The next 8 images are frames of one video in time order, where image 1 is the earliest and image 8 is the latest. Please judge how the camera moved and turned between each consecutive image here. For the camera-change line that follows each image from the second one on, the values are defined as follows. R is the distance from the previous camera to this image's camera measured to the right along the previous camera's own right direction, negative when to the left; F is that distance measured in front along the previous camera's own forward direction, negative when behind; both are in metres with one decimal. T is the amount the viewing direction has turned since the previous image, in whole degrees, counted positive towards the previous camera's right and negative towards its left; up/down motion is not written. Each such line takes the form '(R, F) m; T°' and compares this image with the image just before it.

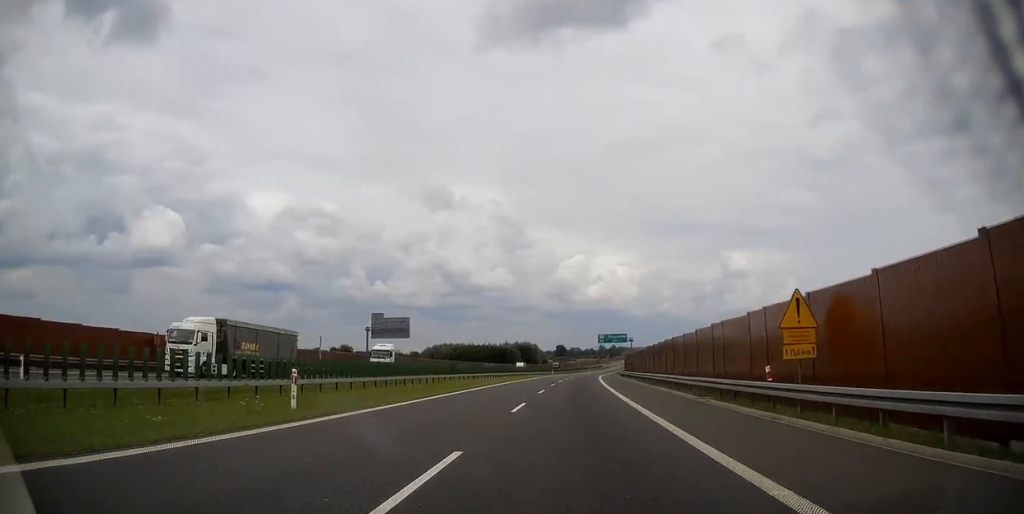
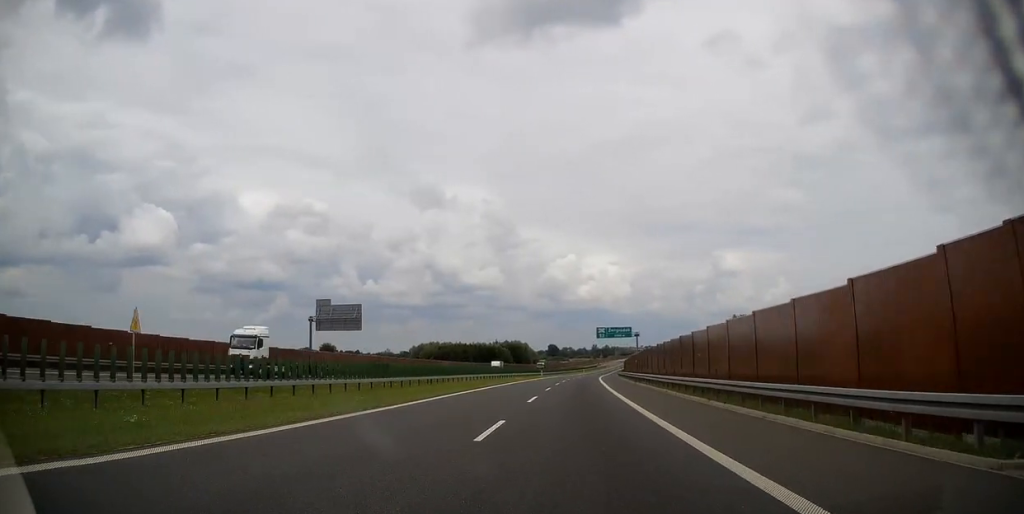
(+0.1, +18.9) m; +1°
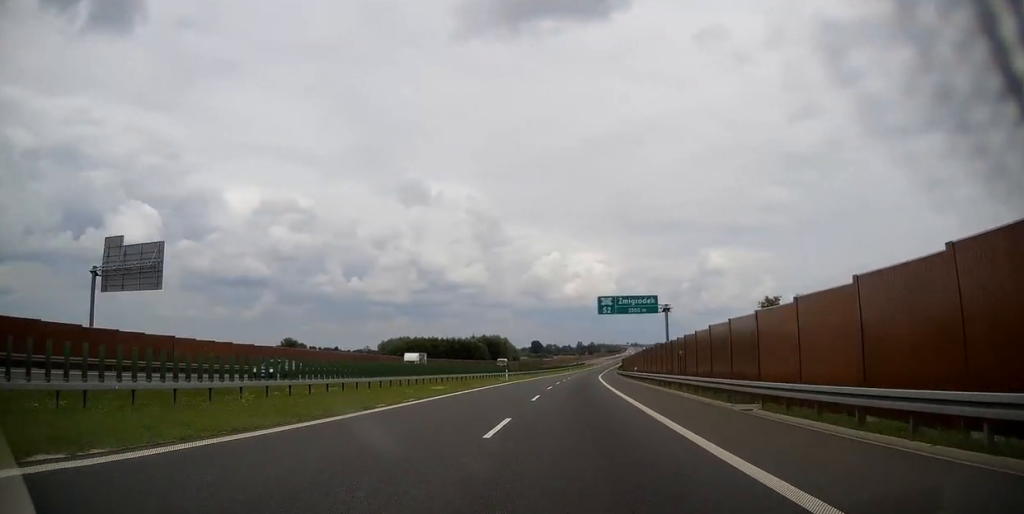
(+0.4, +36.6) m; +1°
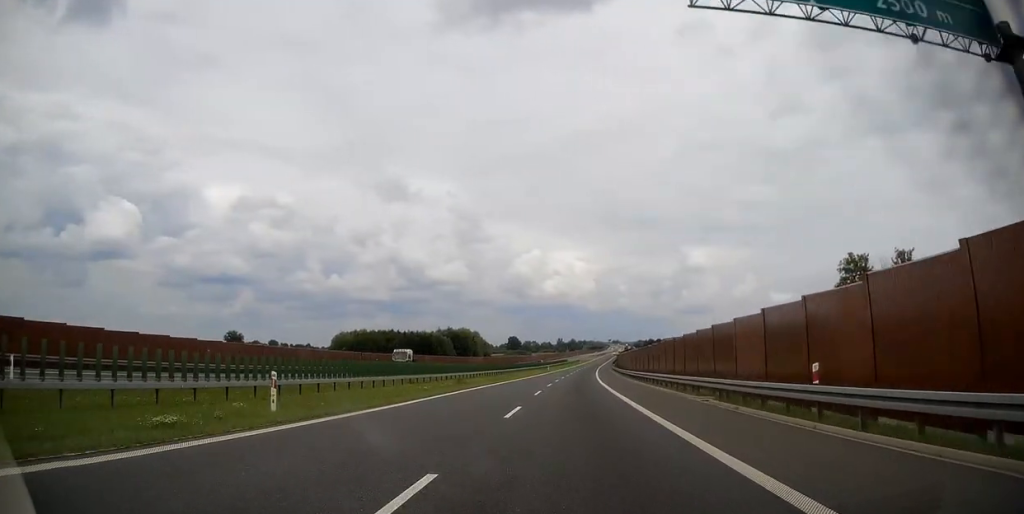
(+0.7, +44.8) m; +2°
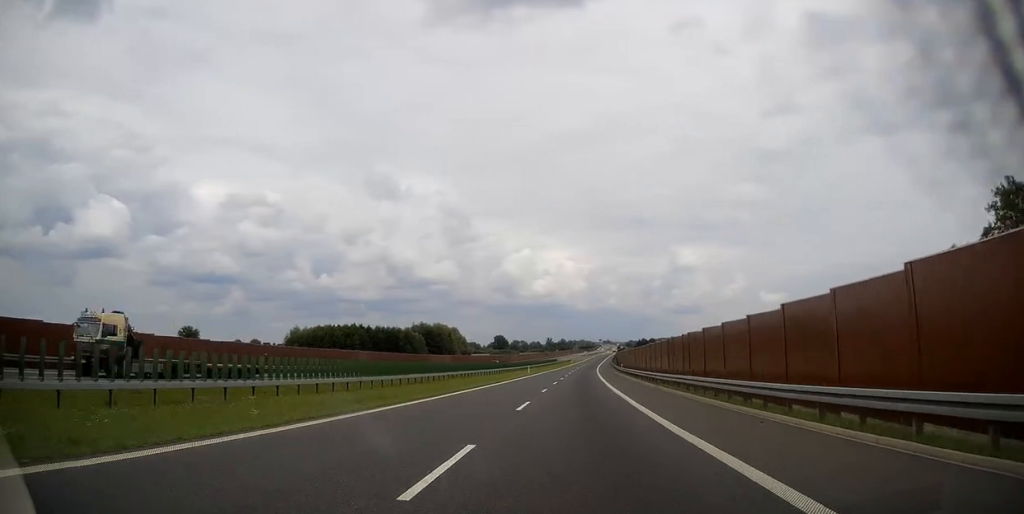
(+0.5, +34.1) m; +2°
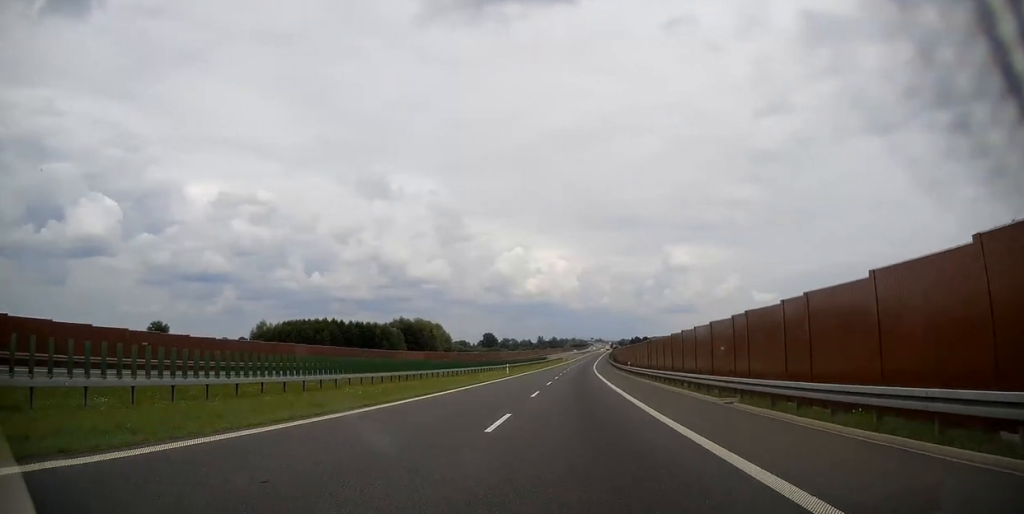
(+0.2, +18.8) m; 0°
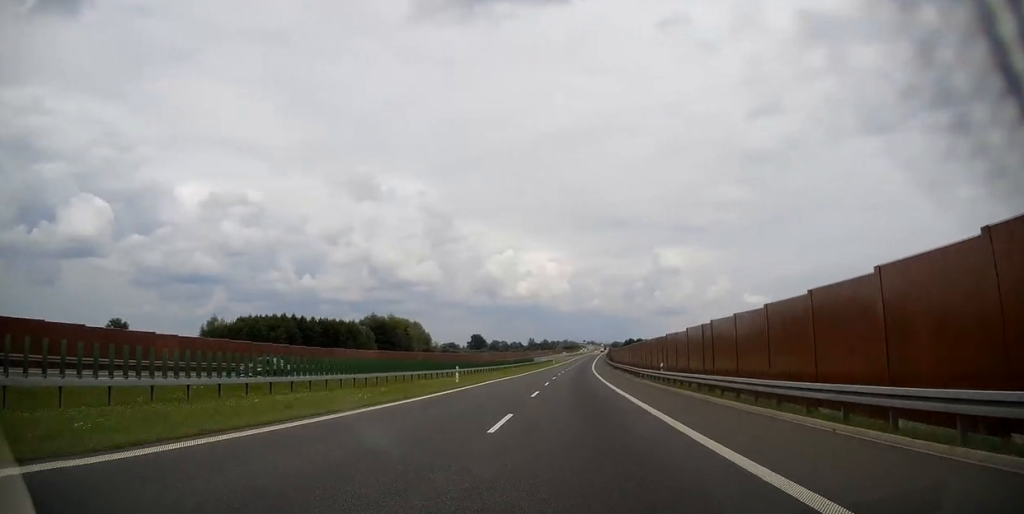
(+0.1, +24.6) m; +1°
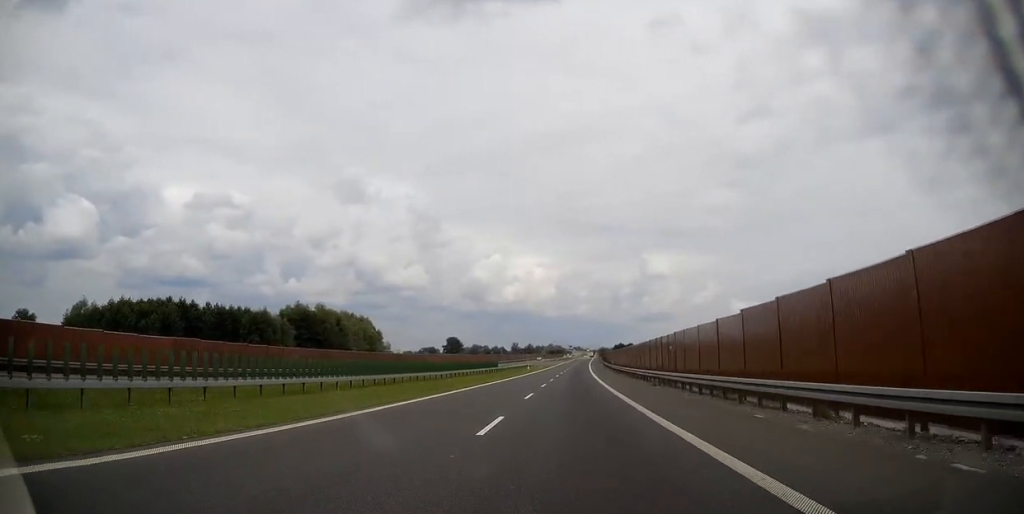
(+0.6, +49.2) m; +2°
